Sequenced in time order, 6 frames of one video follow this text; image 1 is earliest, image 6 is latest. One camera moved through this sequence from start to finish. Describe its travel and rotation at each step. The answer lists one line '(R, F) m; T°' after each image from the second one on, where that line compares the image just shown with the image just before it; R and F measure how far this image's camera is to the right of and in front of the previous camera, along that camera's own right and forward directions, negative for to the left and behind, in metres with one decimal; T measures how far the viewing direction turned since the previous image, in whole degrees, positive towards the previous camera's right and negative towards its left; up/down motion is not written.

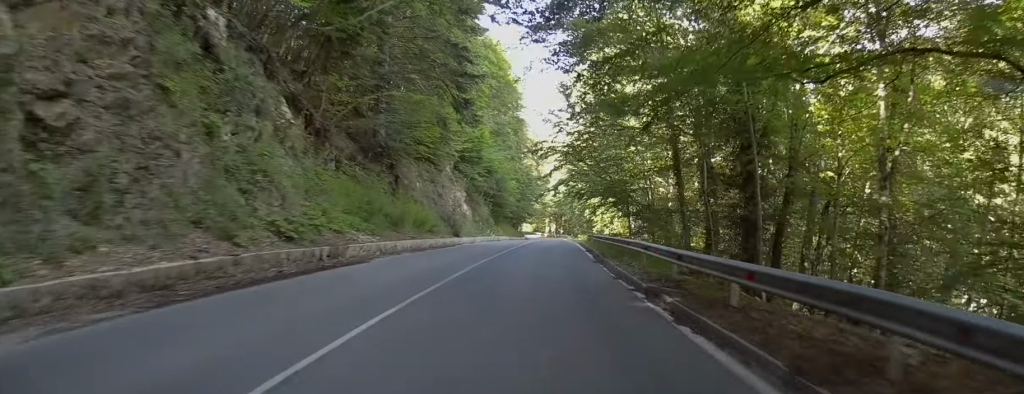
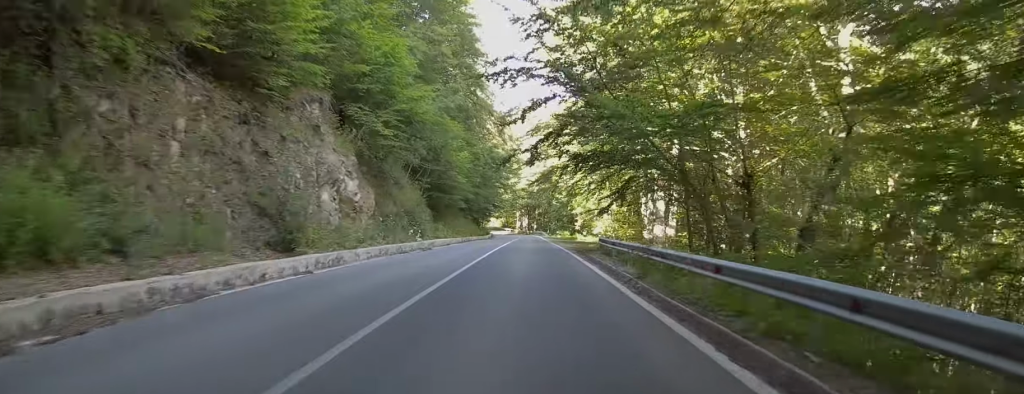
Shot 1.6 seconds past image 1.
(+1.2, +27.4) m; +5°
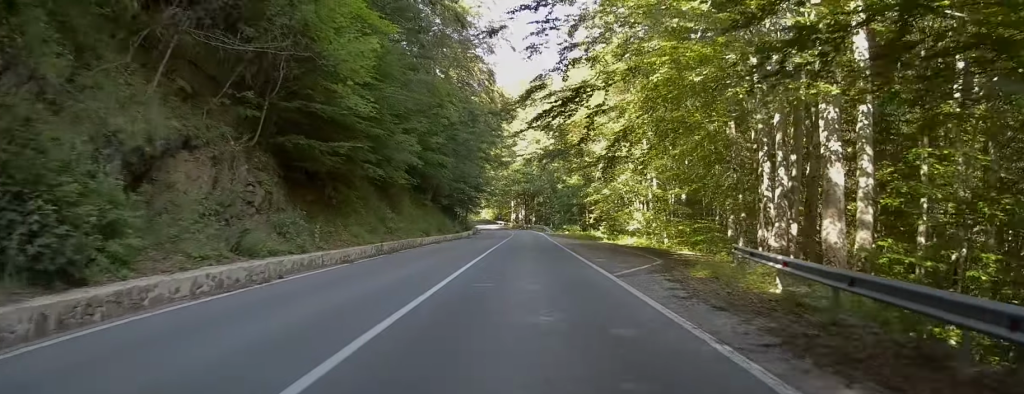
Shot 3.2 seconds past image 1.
(+0.6, +29.3) m; +2°
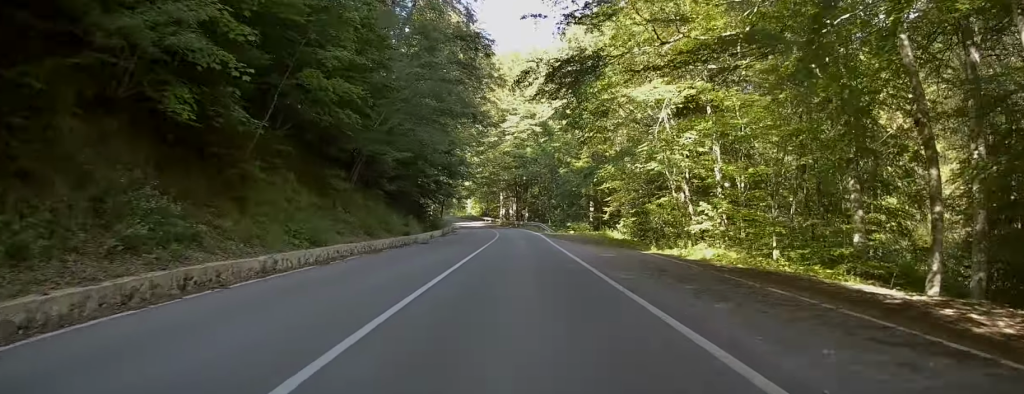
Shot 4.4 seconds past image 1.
(+0.2, +21.2) m; 0°
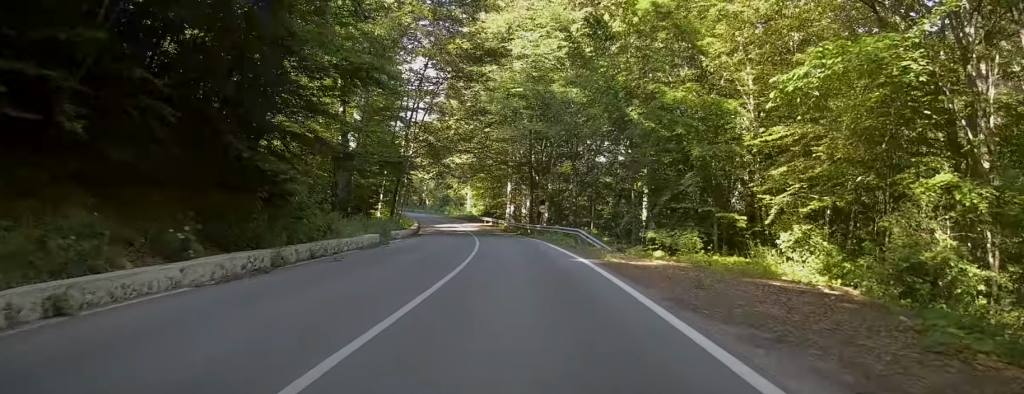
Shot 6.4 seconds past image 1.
(+0.3, +36.9) m; +1°
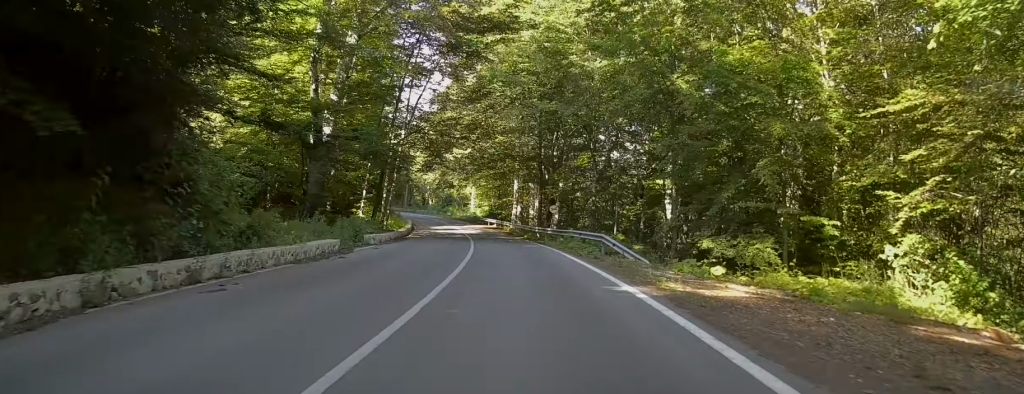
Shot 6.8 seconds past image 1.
(+0.1, +7.4) m; -1°
